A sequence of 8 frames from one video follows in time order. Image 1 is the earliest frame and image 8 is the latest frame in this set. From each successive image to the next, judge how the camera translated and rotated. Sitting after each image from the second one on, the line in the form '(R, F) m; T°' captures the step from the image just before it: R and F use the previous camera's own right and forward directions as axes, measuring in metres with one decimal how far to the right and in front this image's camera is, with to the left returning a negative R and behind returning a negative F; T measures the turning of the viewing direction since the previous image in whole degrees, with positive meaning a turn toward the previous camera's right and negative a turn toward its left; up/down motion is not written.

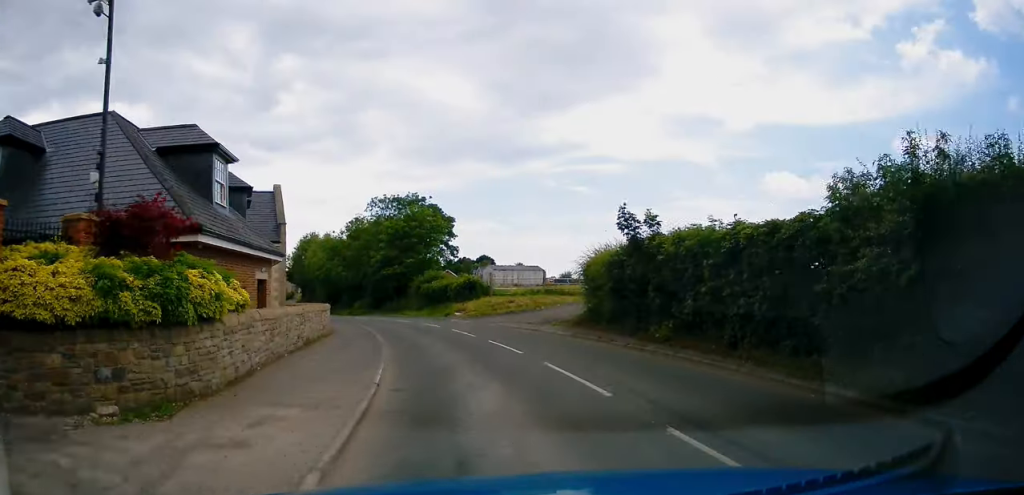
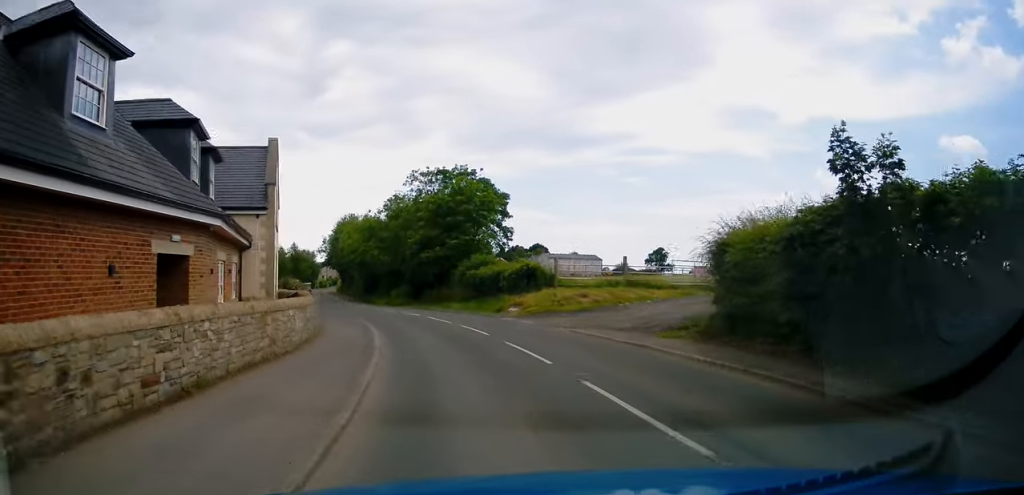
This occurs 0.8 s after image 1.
(-0.2, +8.6) m; -3°
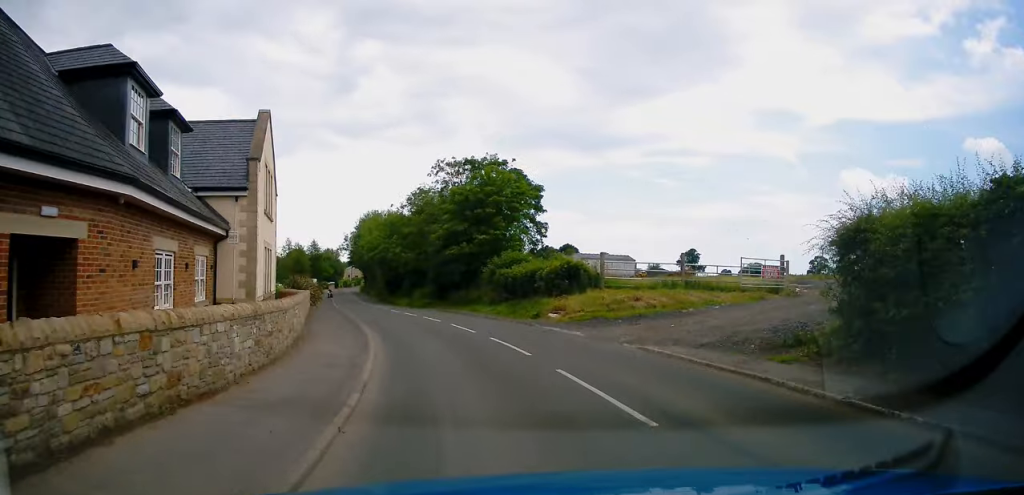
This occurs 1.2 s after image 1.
(+0.2, +4.6) m; -3°
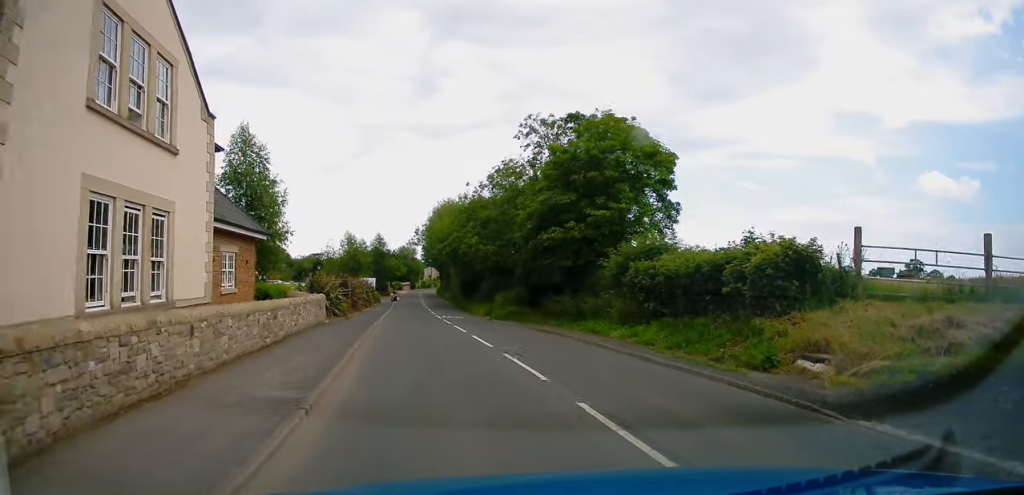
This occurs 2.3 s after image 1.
(-1.5, +13.5) m; -10°
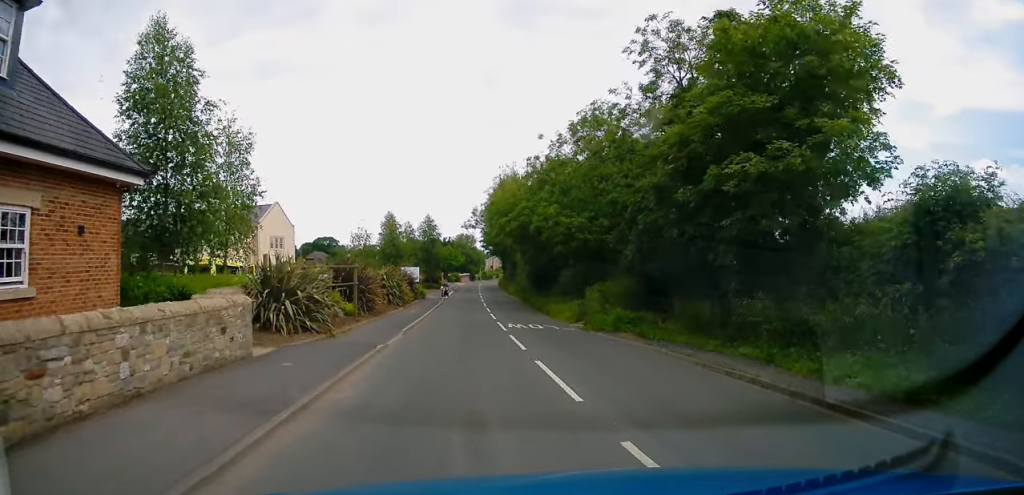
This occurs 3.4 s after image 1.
(-0.4, +13.4) m; -4°
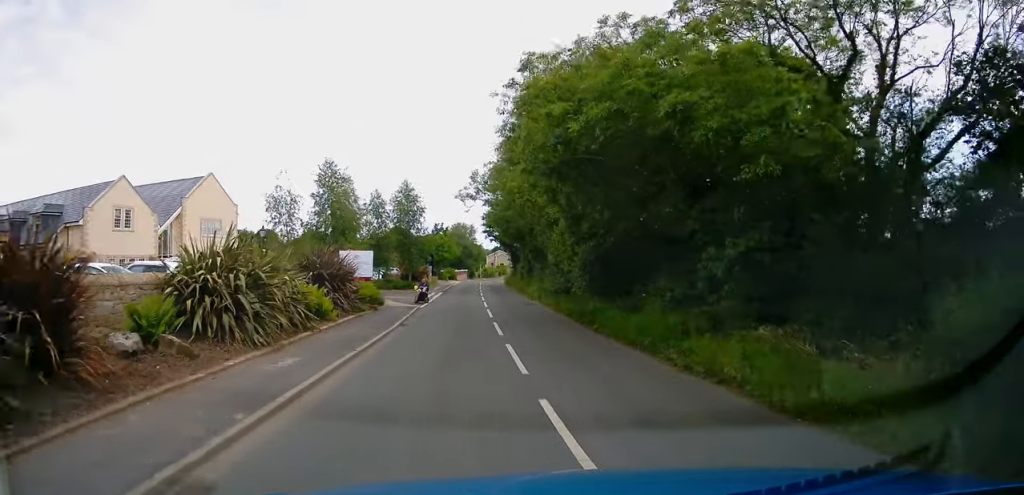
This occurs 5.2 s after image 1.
(-0.7, +21.2) m; -1°
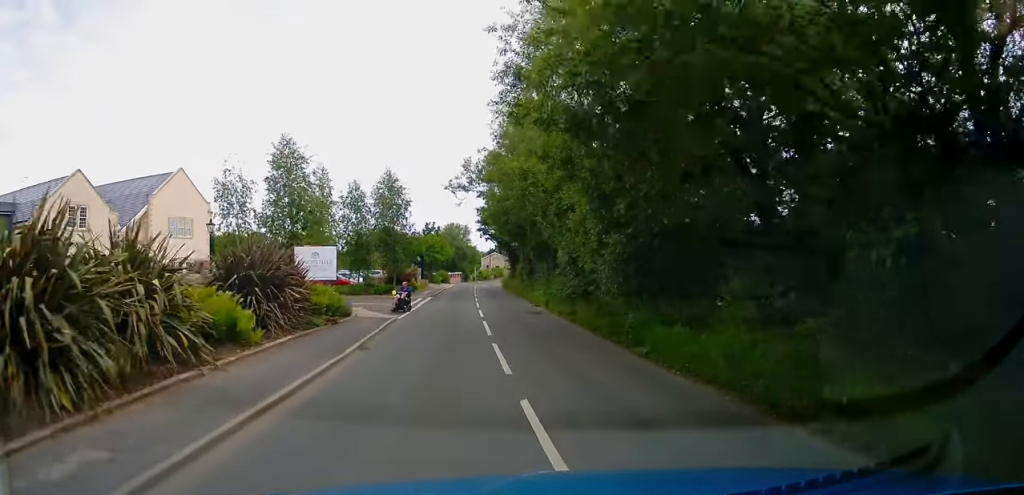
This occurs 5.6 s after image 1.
(0.0, +5.8) m; +1°
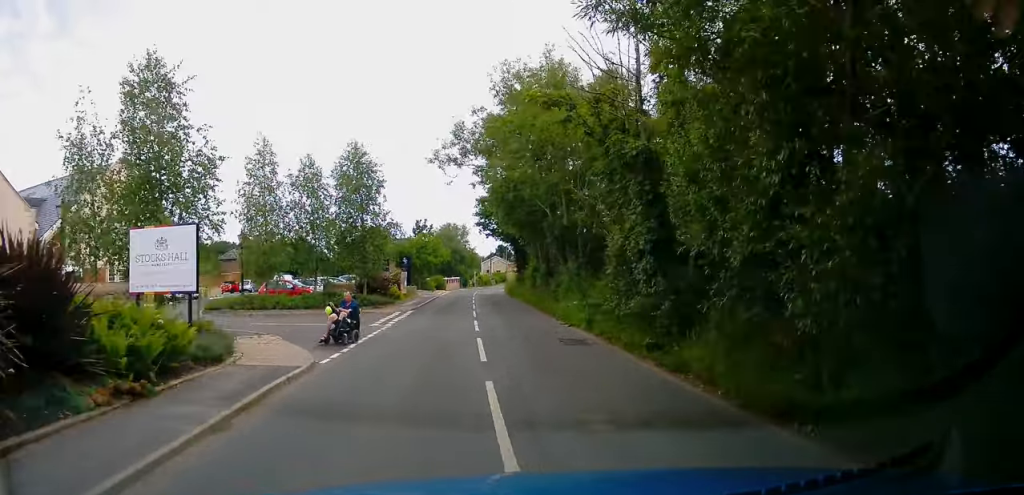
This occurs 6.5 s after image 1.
(+0.3, +10.4) m; 0°
